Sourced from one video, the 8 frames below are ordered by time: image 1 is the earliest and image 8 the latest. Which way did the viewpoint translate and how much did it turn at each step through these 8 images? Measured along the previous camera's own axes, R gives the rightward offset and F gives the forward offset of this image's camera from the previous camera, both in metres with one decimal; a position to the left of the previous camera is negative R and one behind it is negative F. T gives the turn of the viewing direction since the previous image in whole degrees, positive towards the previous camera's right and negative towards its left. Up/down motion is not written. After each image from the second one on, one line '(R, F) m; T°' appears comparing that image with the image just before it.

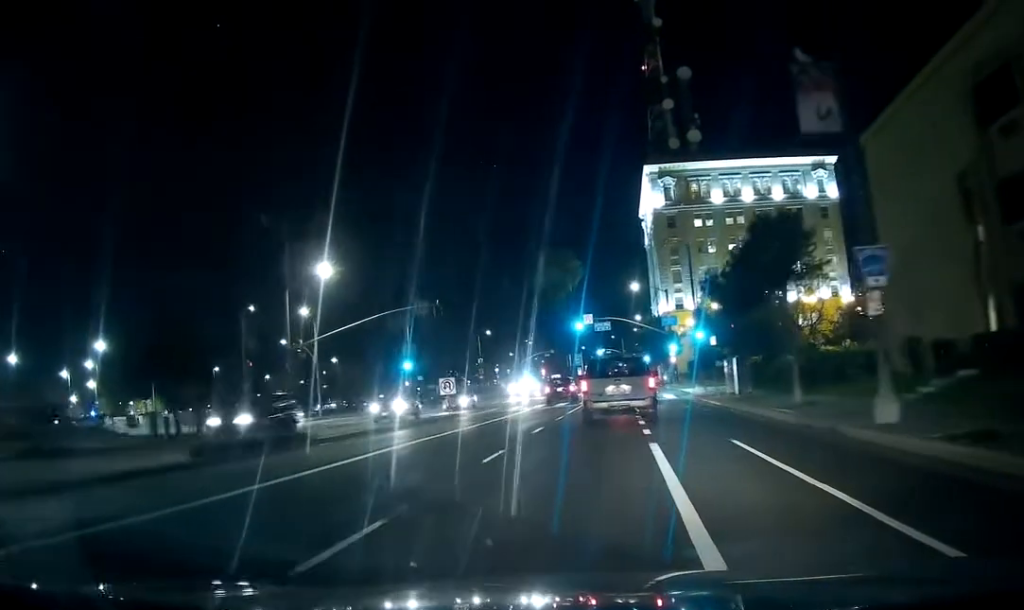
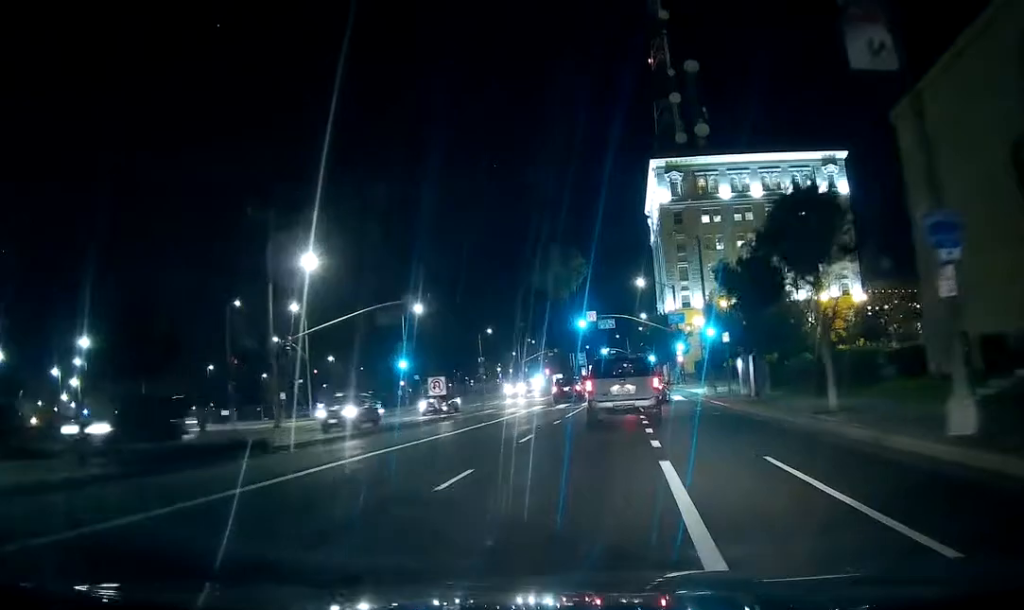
(0.0, +3.4) m; 0°
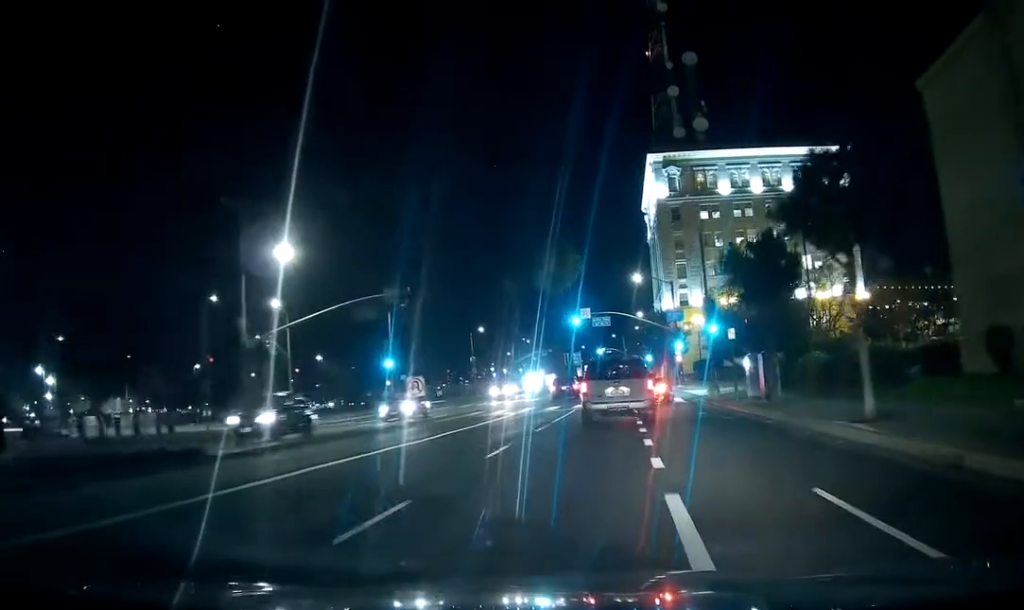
(0.0, +3.2) m; 0°
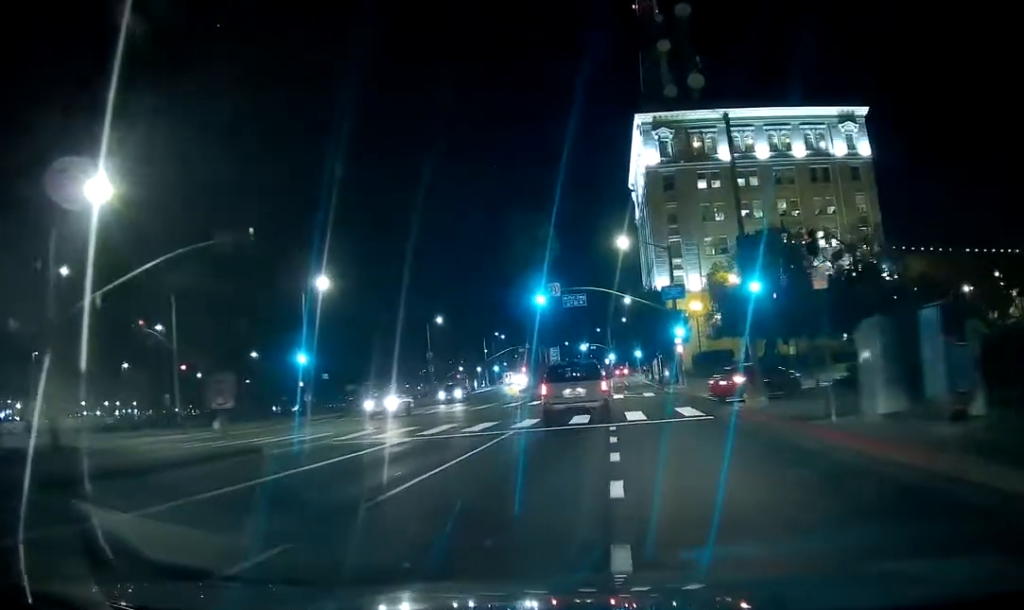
(0.0, +17.0) m; 0°
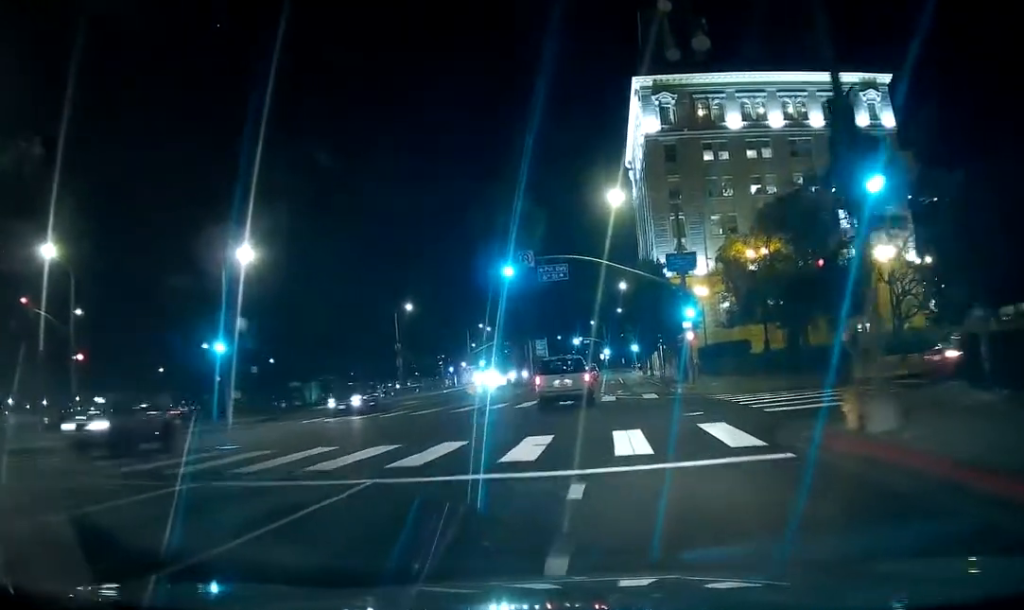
(0.0, +11.9) m; 0°
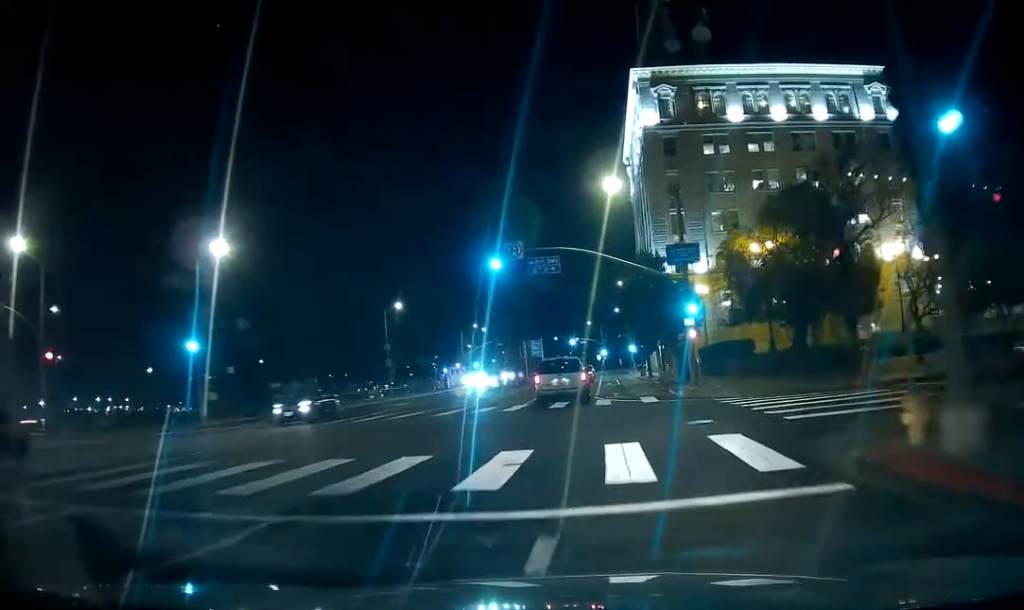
(0.0, +3.3) m; 0°
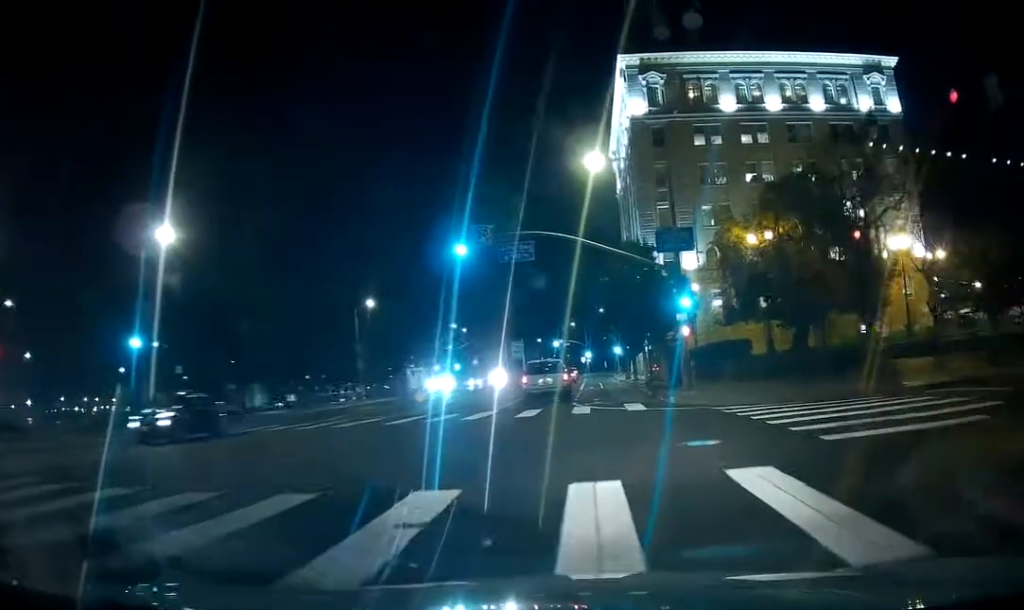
(0.0, +4.9) m; 0°
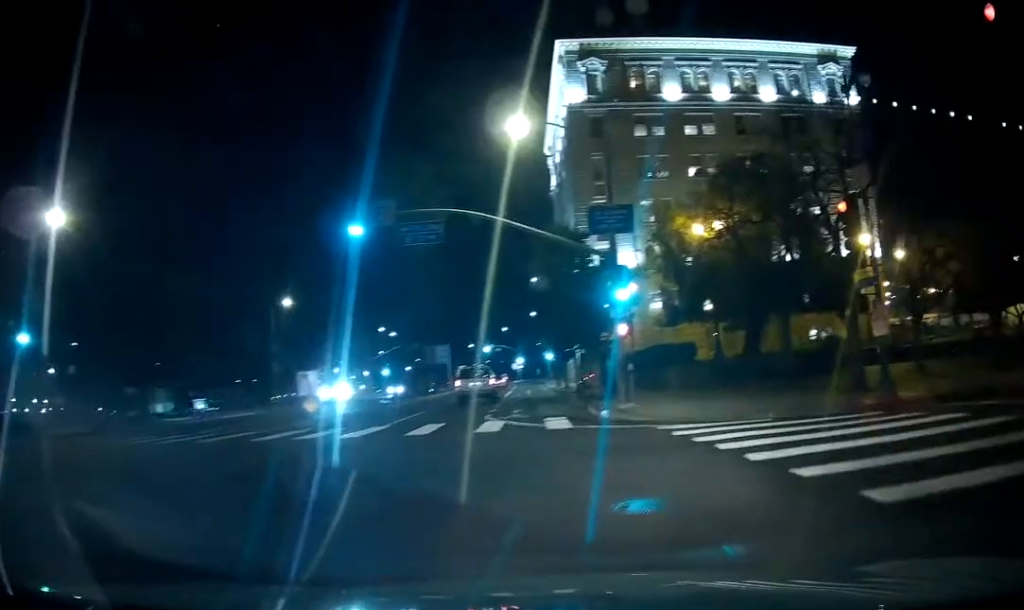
(0.0, +5.2) m; +6°
